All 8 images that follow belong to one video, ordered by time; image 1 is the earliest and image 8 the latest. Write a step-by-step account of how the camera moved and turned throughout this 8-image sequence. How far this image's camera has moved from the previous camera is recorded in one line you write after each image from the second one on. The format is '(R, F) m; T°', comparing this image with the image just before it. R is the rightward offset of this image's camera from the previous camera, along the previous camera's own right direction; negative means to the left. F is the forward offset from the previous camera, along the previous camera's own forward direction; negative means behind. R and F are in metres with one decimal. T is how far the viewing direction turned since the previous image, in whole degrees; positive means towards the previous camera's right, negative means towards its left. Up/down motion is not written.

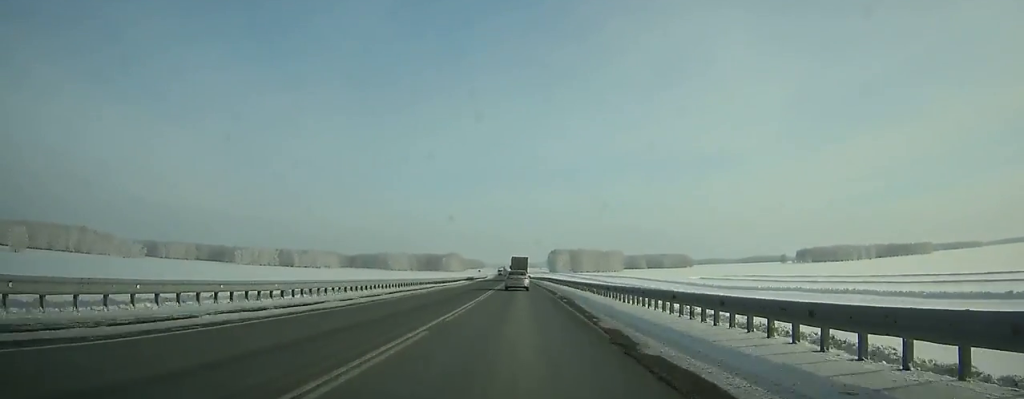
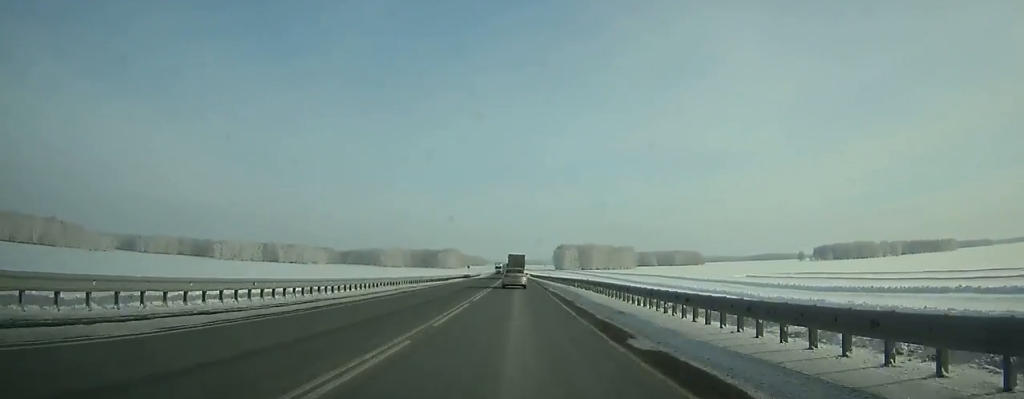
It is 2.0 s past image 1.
(-0.3, +49.8) m; -1°
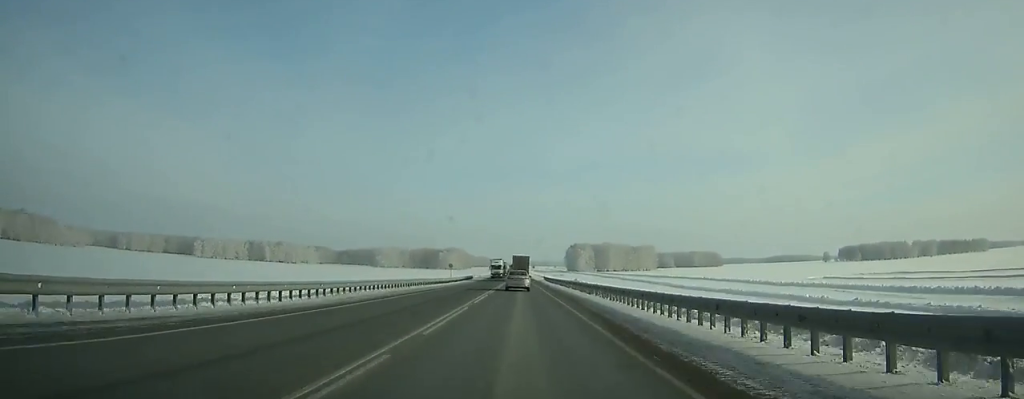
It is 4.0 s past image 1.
(0.0, +50.0) m; 0°
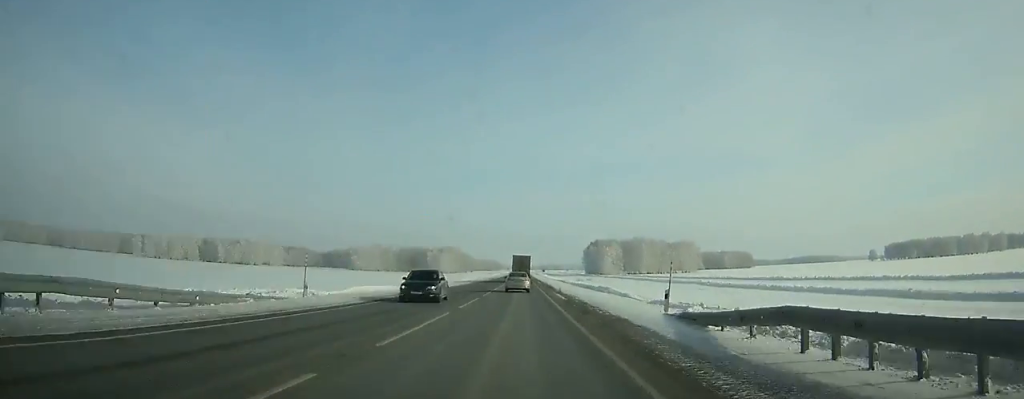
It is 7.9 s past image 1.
(-0.8, +97.1) m; -1°
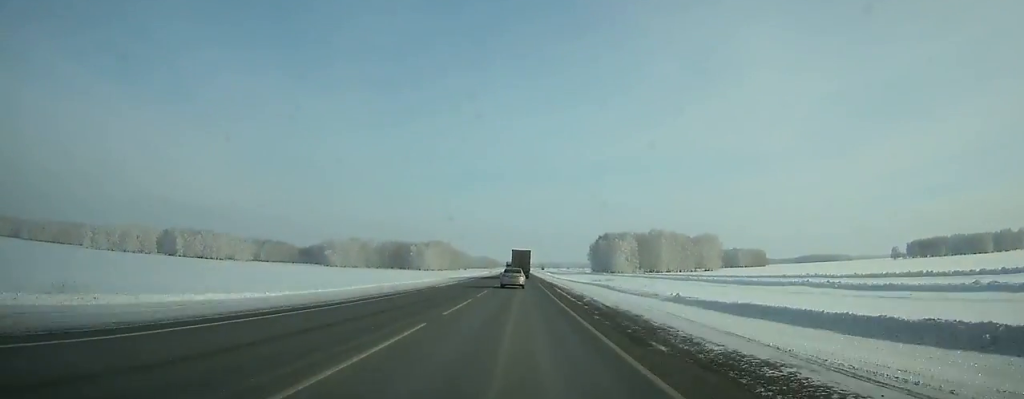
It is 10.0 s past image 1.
(-0.1, +51.9) m; 0°
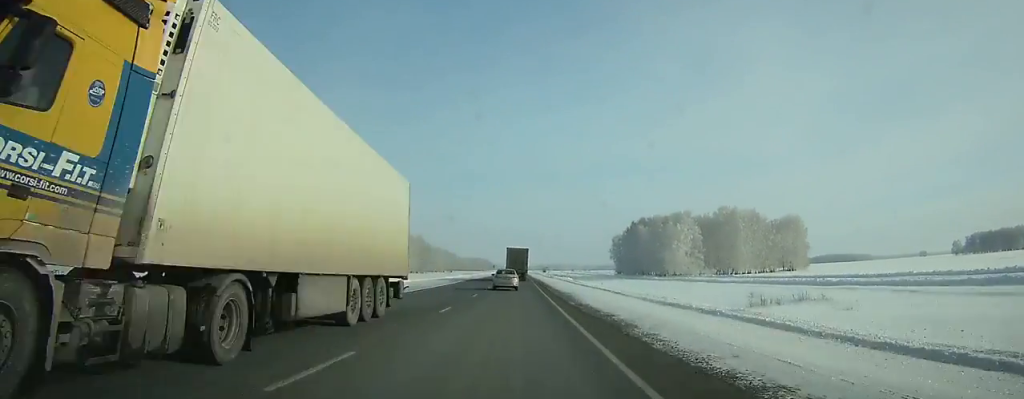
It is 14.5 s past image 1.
(-0.2, +107.3) m; 0°
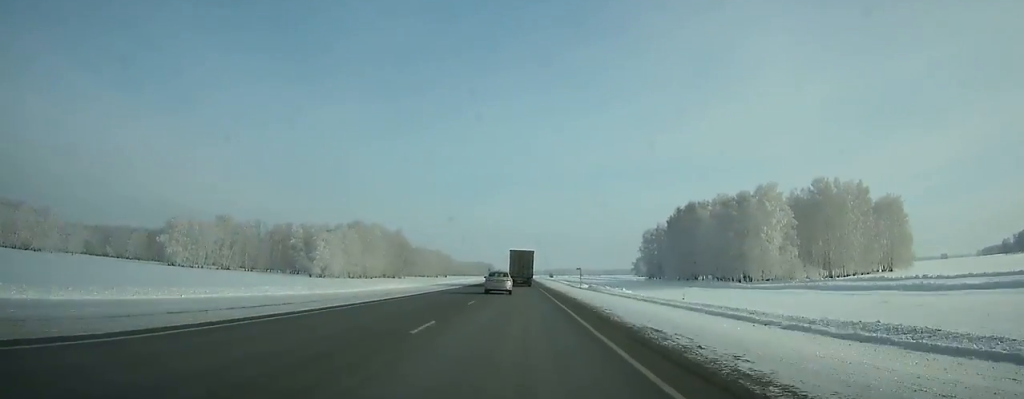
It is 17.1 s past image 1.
(+0.1, +60.4) m; 0°
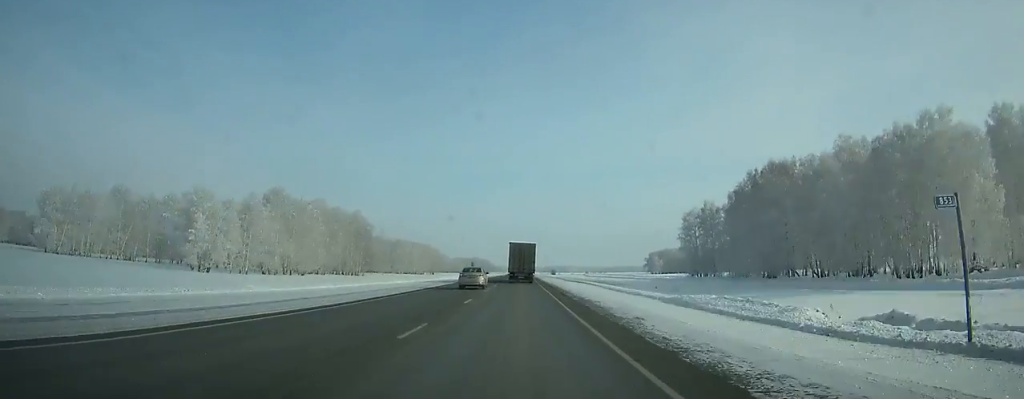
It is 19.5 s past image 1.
(0.0, +56.1) m; 0°
